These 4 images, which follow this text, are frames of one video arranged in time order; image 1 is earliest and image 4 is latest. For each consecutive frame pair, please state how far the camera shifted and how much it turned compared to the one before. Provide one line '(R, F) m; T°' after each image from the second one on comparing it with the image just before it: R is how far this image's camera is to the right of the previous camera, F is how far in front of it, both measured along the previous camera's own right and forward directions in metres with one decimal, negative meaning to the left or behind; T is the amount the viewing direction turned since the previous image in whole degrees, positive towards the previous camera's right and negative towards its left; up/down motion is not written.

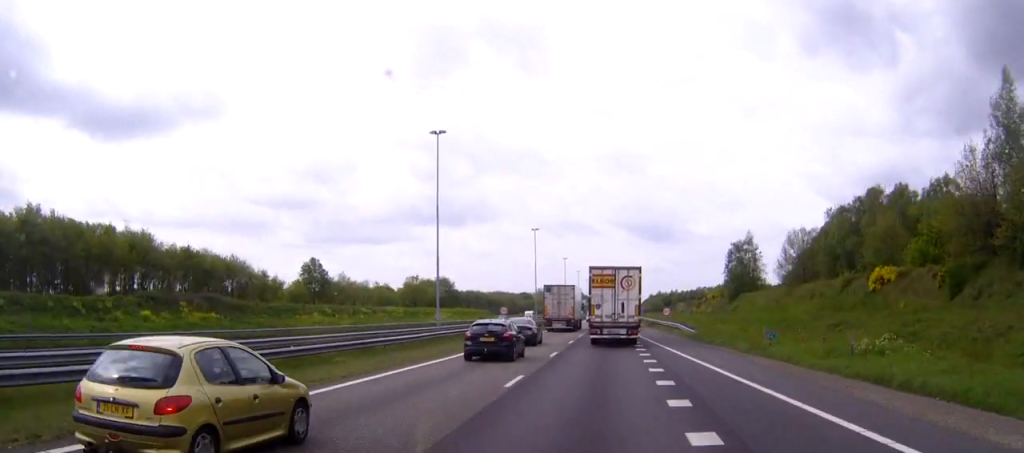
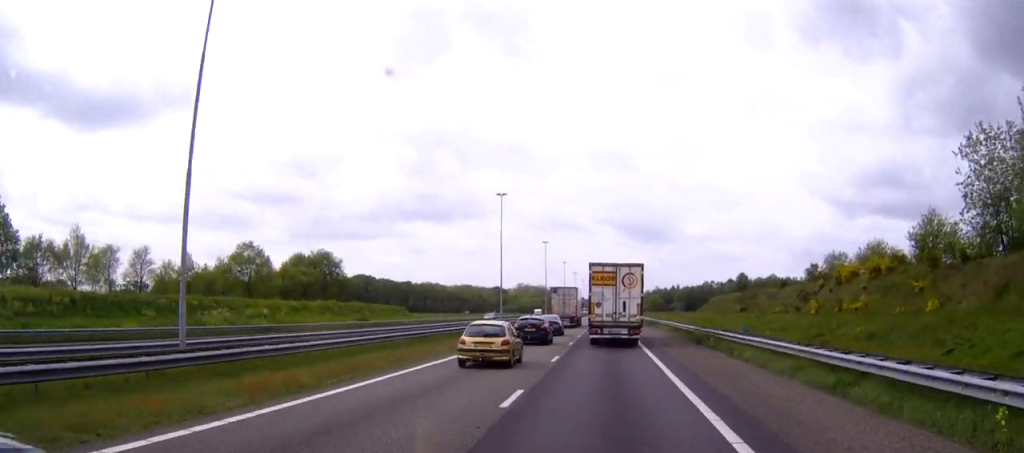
(+0.1, +99.0) m; 0°
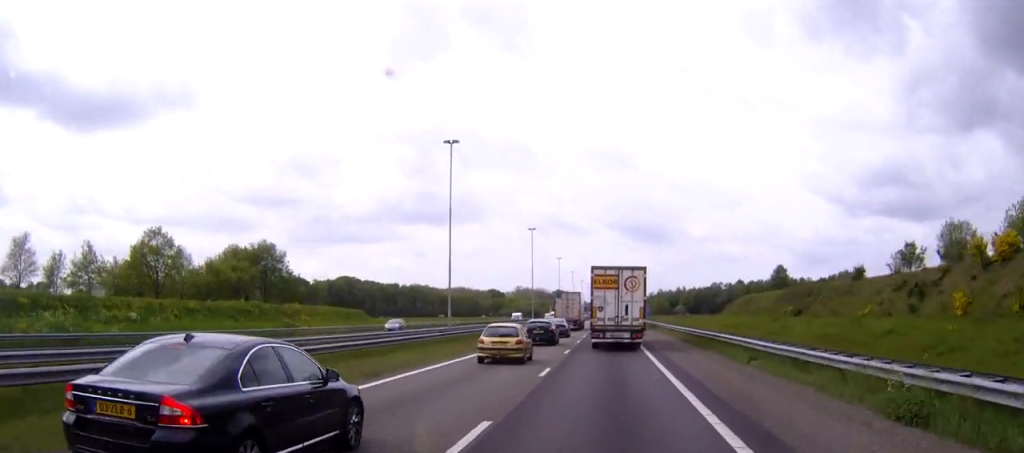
(0.0, +28.2) m; 0°
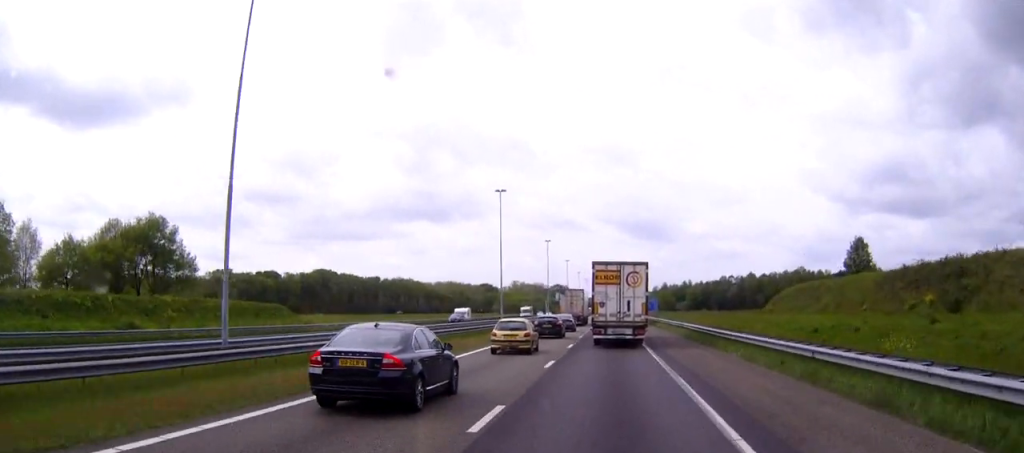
(0.0, +34.1) m; 0°
